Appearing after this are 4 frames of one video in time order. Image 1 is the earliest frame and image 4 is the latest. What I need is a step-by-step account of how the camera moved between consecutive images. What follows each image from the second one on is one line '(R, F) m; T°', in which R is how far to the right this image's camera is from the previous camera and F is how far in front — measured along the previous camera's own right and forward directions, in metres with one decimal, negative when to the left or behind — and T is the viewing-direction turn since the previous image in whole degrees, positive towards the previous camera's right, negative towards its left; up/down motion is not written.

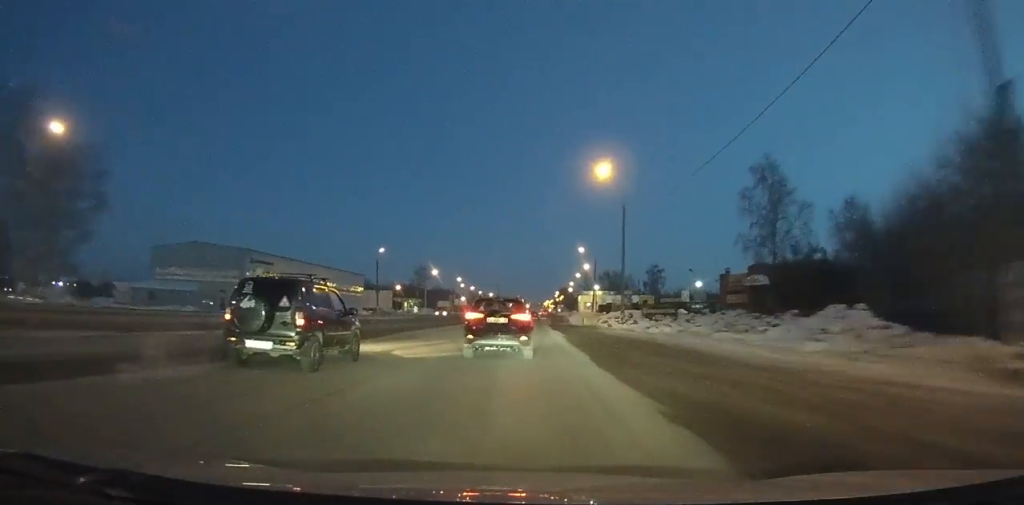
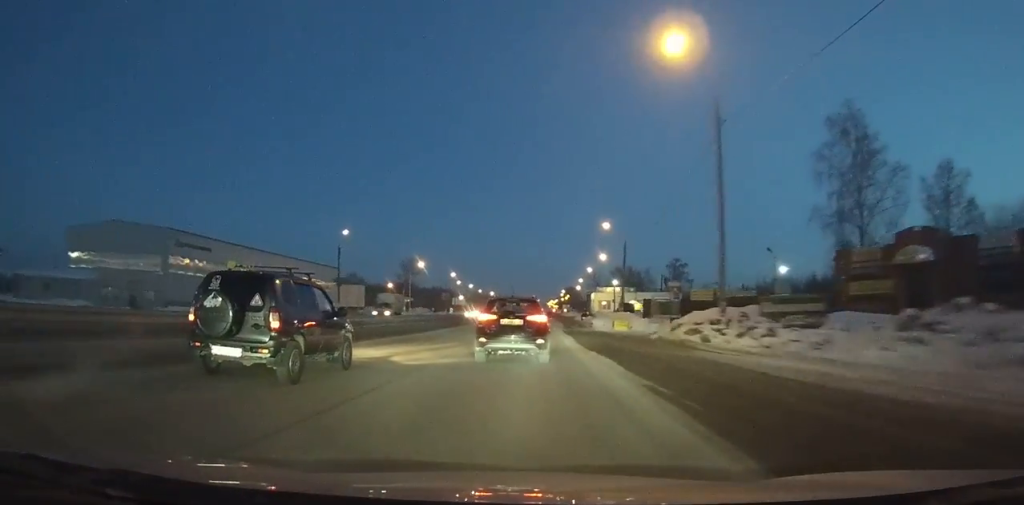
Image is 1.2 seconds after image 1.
(0.0, +21.8) m; 0°
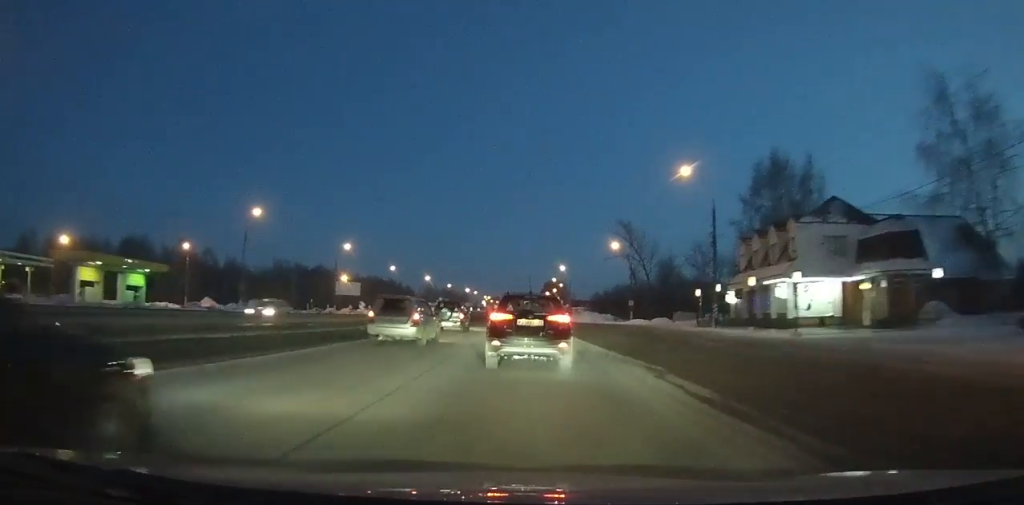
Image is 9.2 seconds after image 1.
(+2.1, +147.7) m; +2°
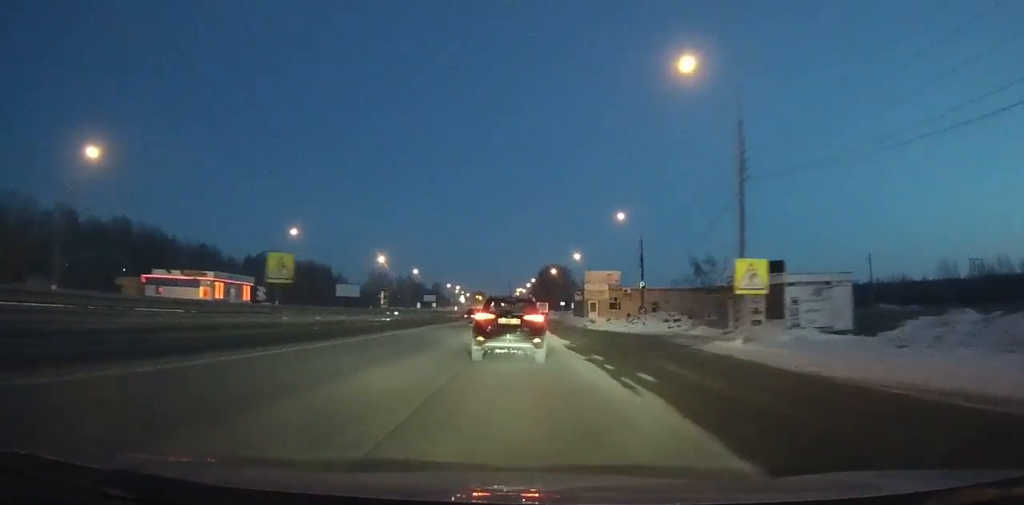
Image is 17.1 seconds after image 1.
(+2.4, +141.6) m; +1°
